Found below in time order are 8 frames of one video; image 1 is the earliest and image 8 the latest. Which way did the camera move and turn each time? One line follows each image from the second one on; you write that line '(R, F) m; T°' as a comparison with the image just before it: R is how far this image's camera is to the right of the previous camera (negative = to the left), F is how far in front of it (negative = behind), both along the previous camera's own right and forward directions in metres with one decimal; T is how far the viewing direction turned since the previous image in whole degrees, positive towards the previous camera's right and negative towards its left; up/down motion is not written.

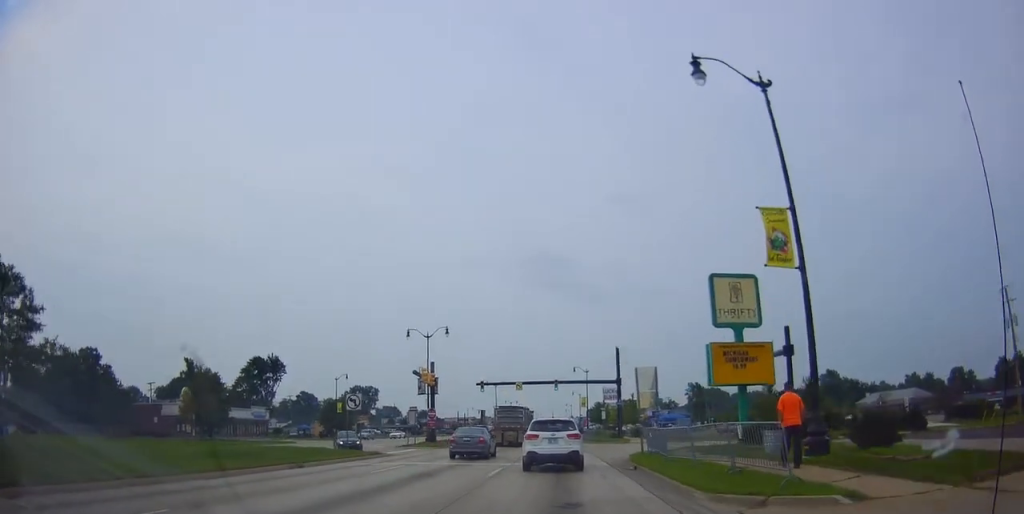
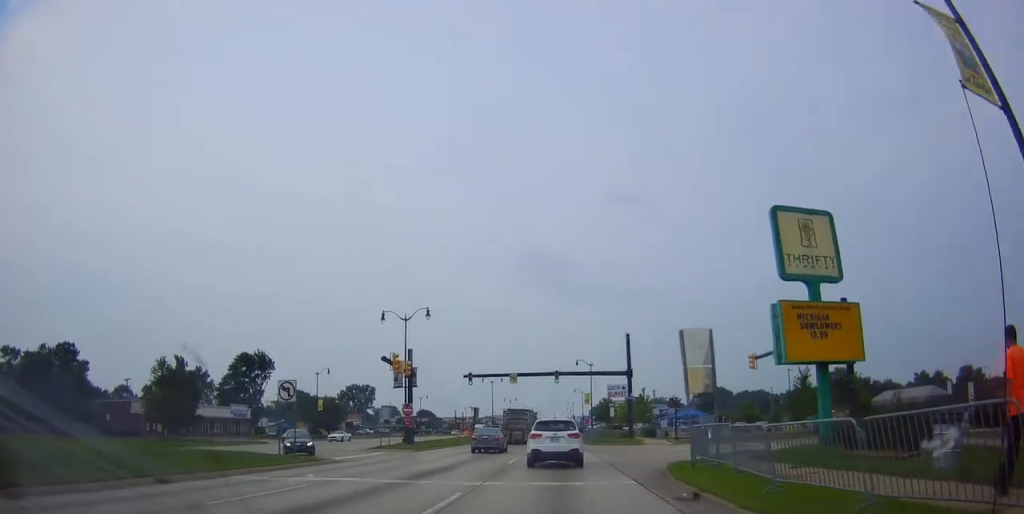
(+0.4, +10.1) m; 0°
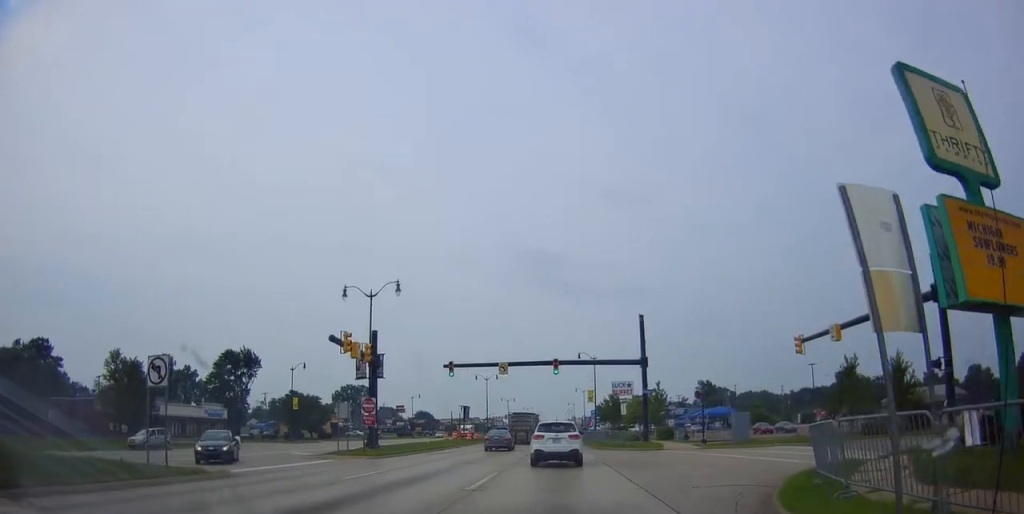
(-0.4, +9.5) m; -3°
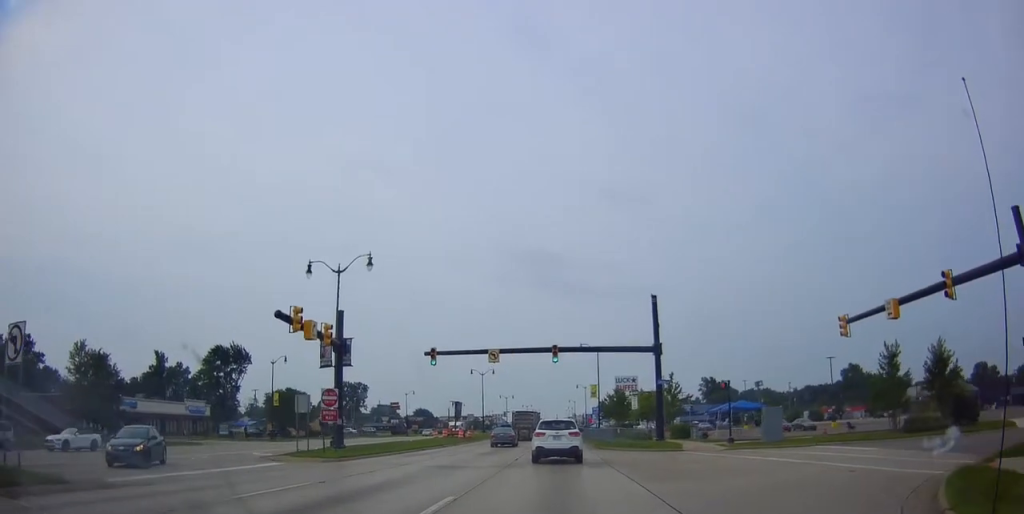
(-0.4, +5.8) m; +1°
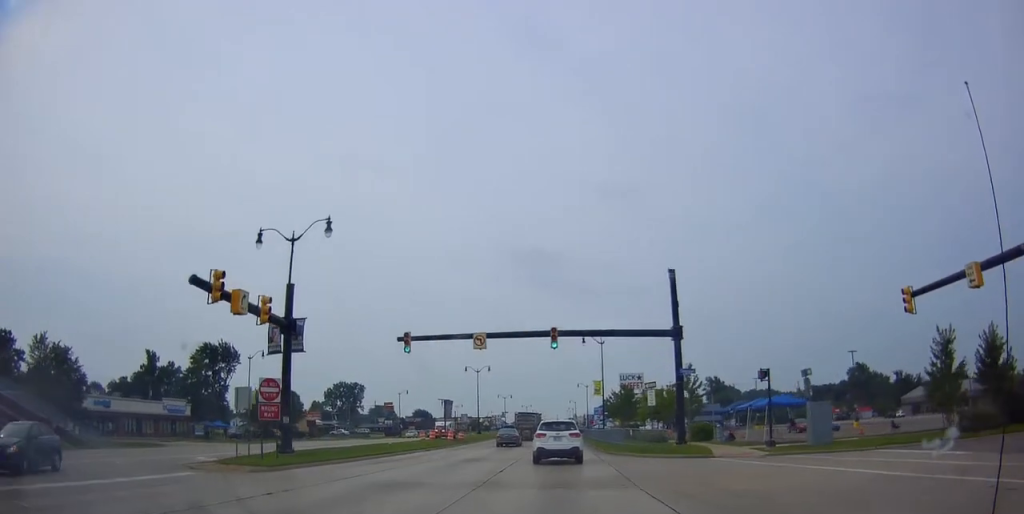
(+0.4, +5.9) m; +3°
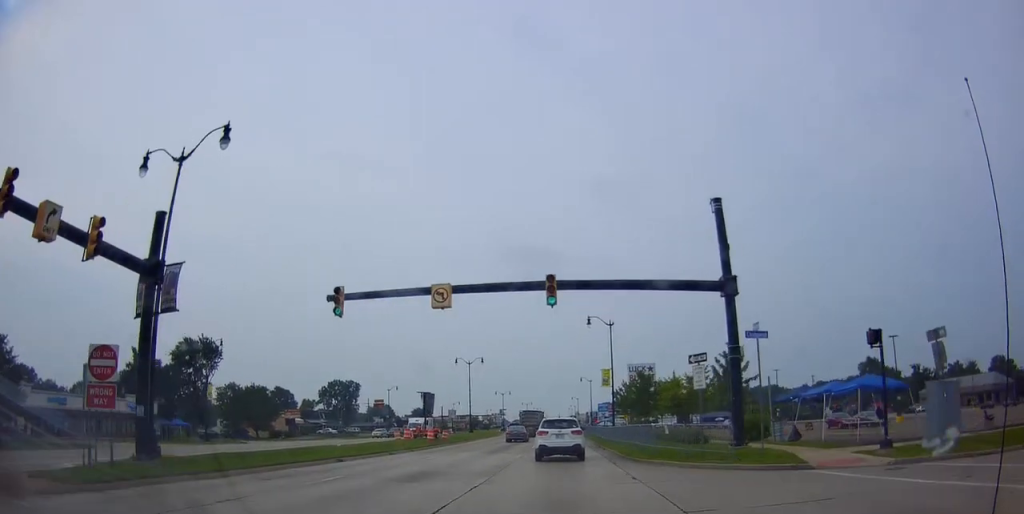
(+0.4, +9.1) m; +2°
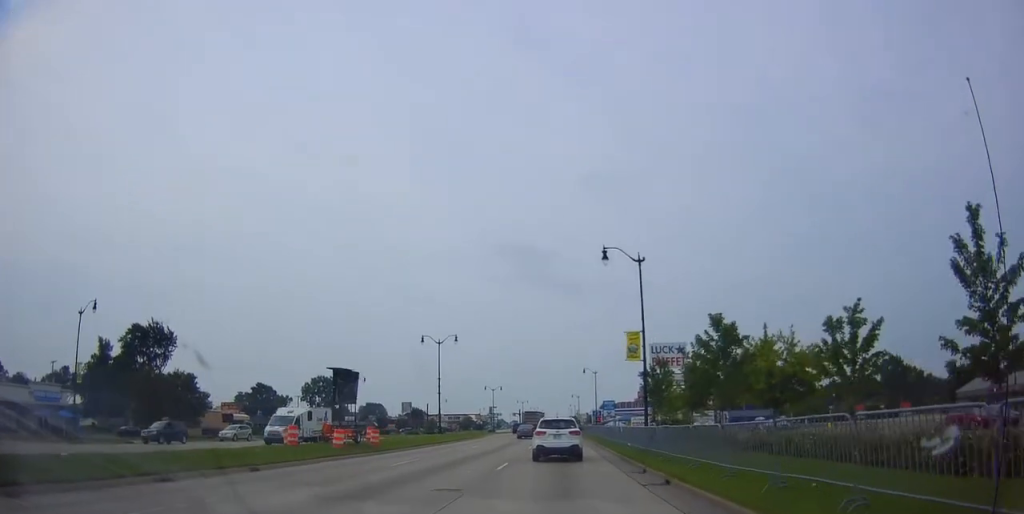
(0.0, +18.9) m; 0°
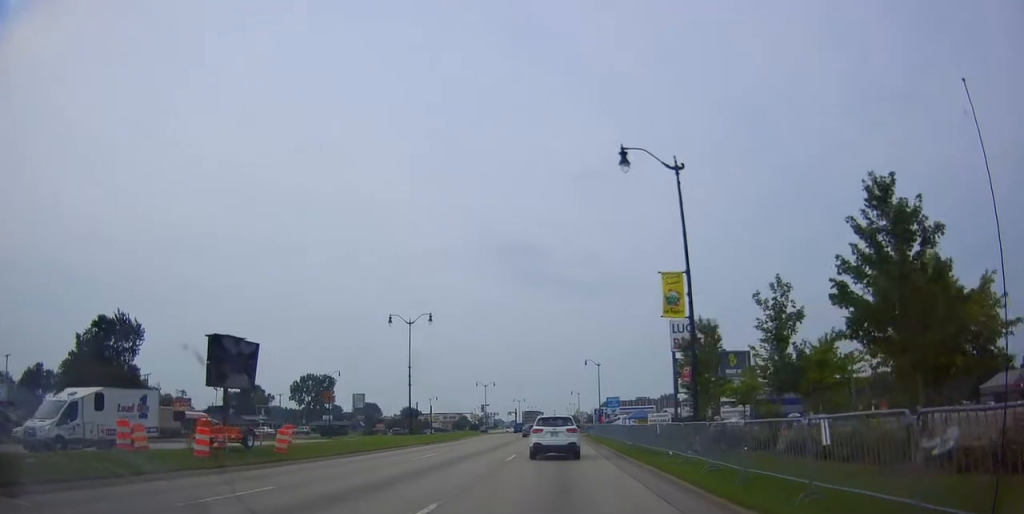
(0.0, +11.4) m; 0°
